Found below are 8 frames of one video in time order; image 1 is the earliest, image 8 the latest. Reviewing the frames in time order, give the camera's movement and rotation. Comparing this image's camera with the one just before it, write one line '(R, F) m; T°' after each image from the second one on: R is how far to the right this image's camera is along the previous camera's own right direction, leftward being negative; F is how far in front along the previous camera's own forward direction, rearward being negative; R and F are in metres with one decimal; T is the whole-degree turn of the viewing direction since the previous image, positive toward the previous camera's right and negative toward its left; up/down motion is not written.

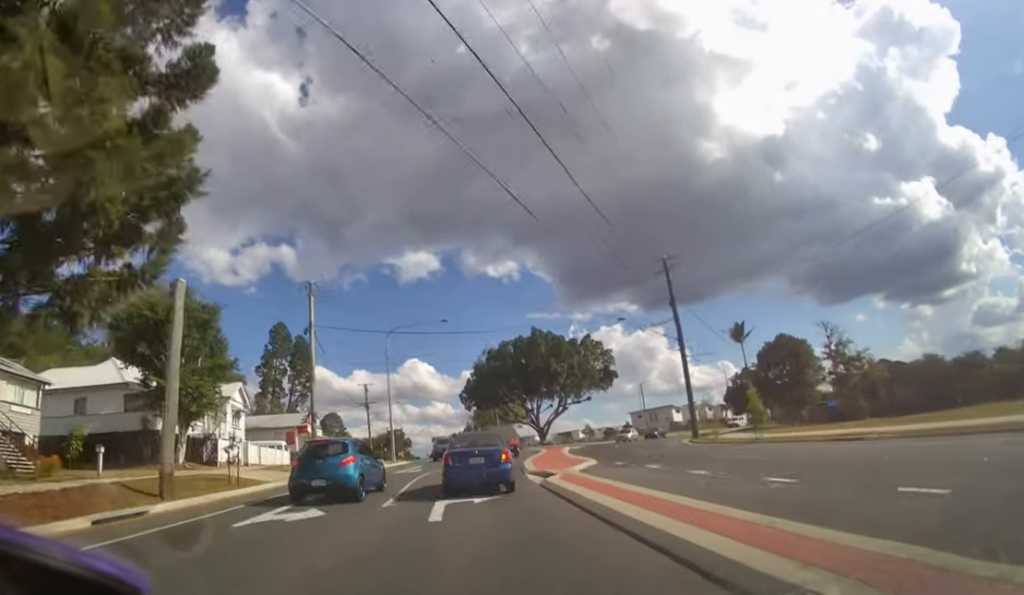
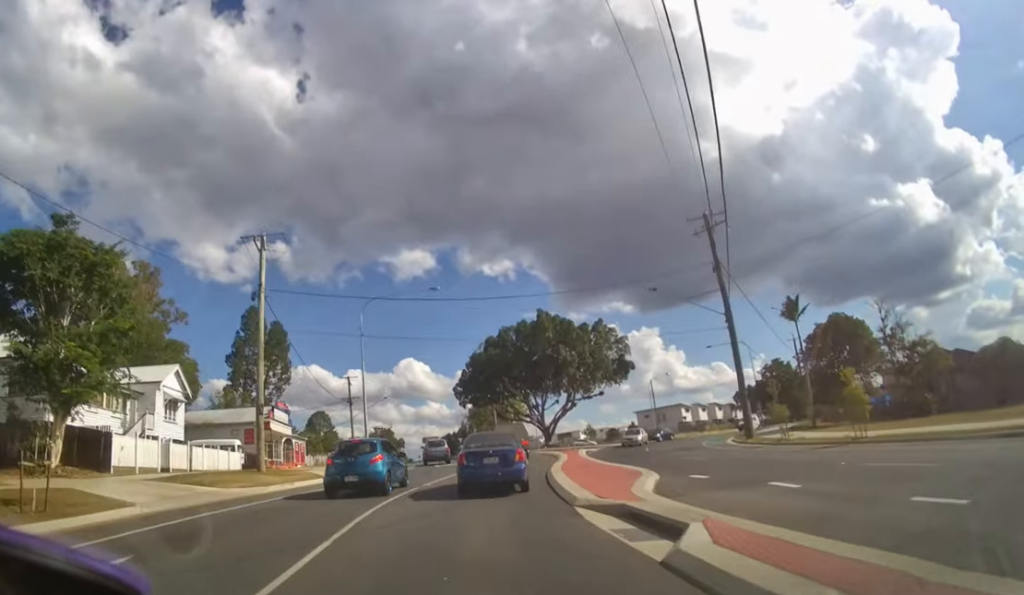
(-0.1, +9.5) m; 0°
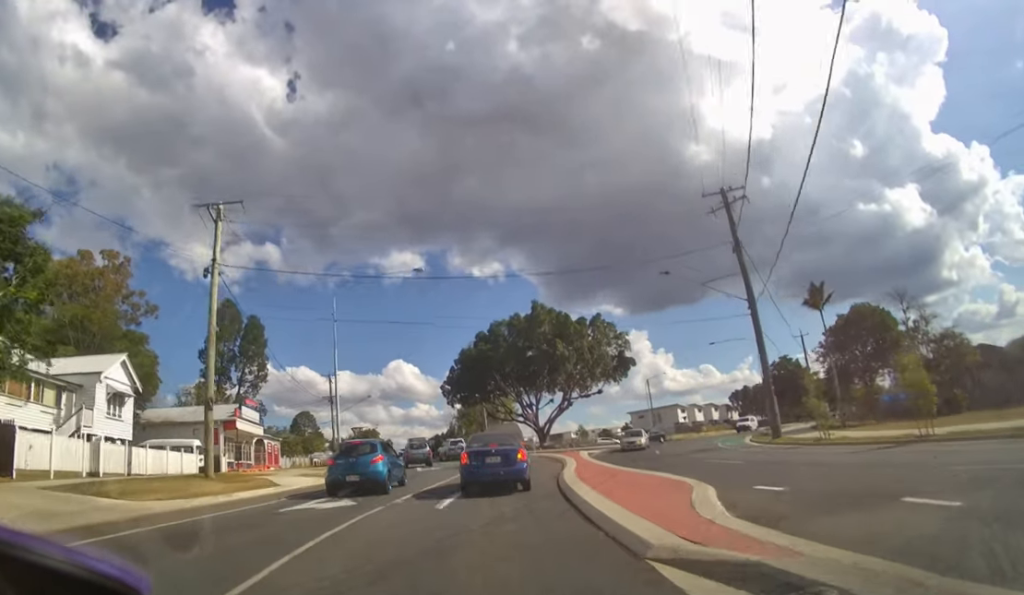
(0.0, +4.9) m; 0°
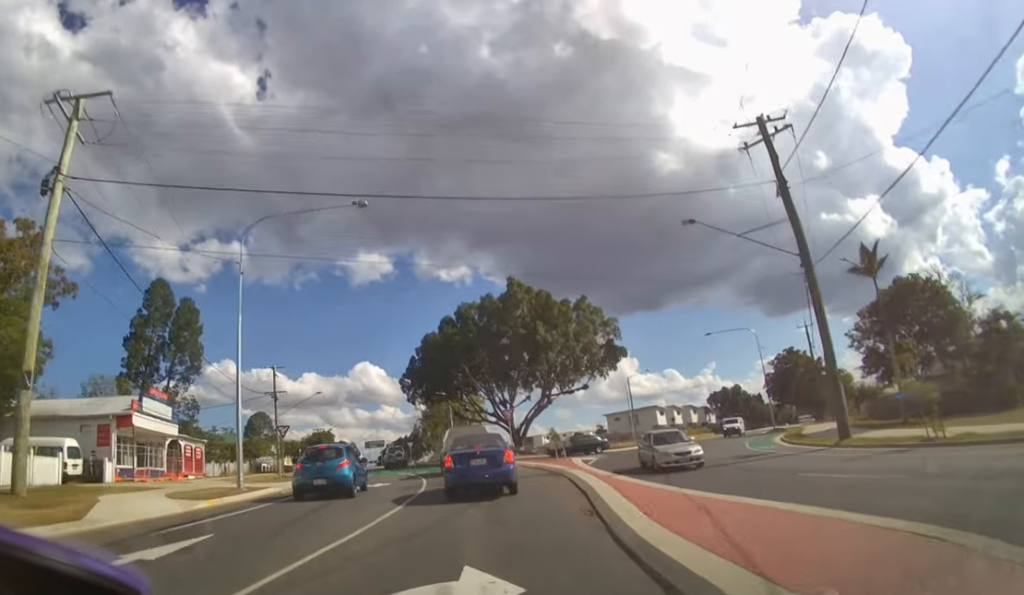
(+0.3, +9.0) m; +4°
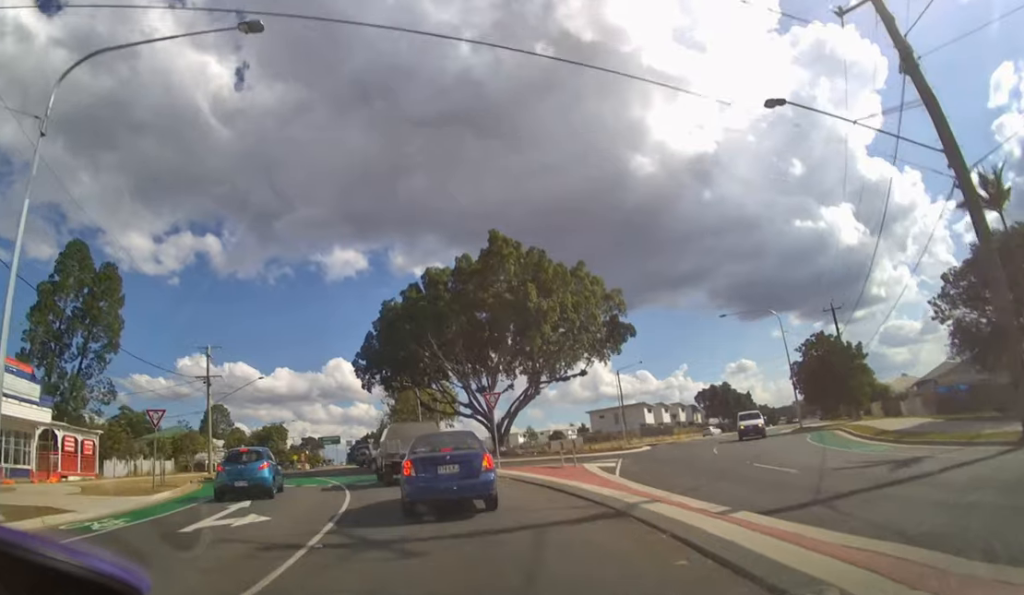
(+0.3, +9.2) m; +2°
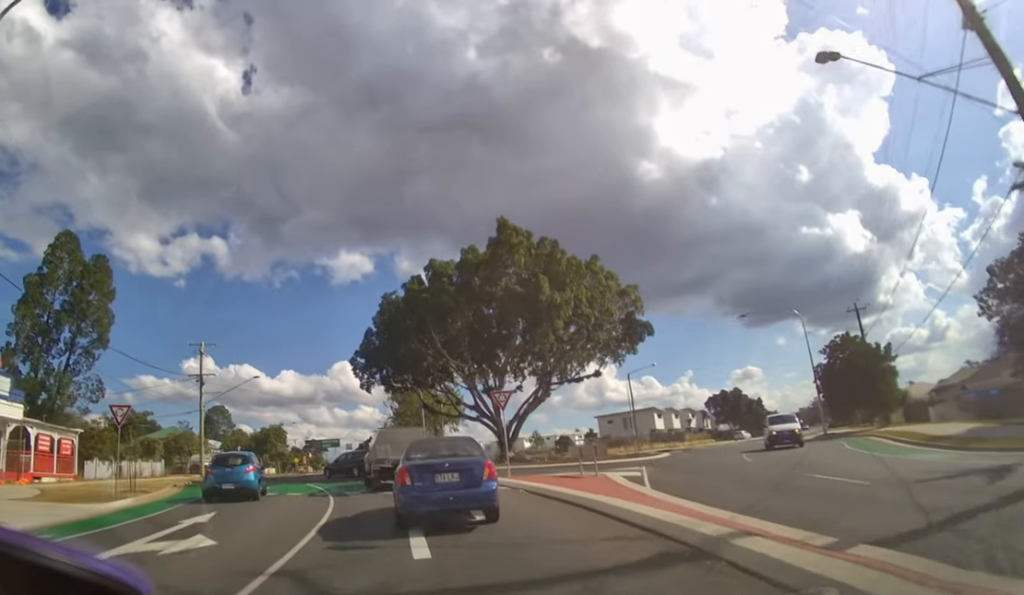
(0.0, +2.4) m; -1°
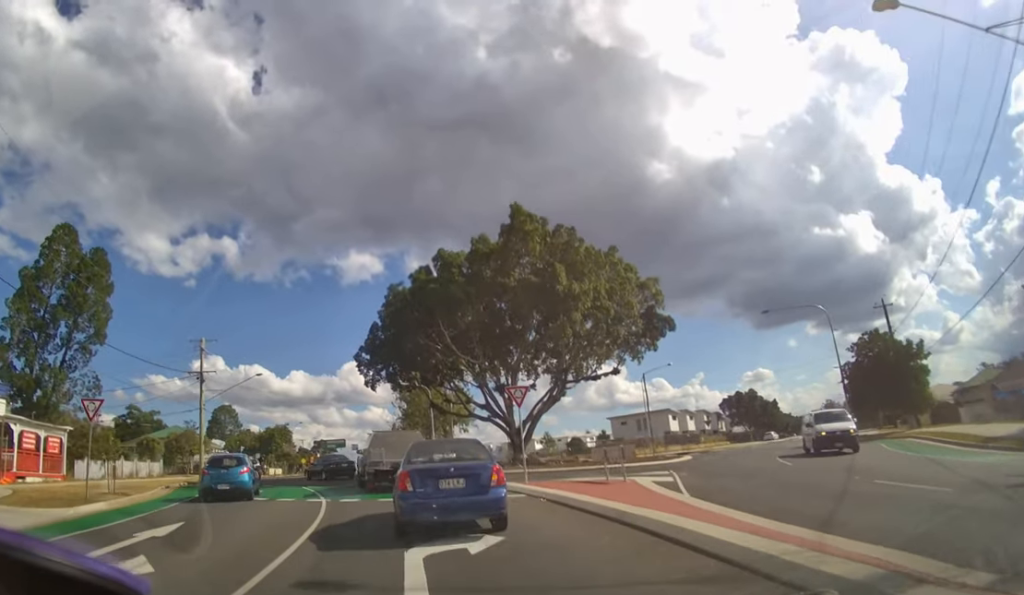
(0.0, +1.8) m; -1°
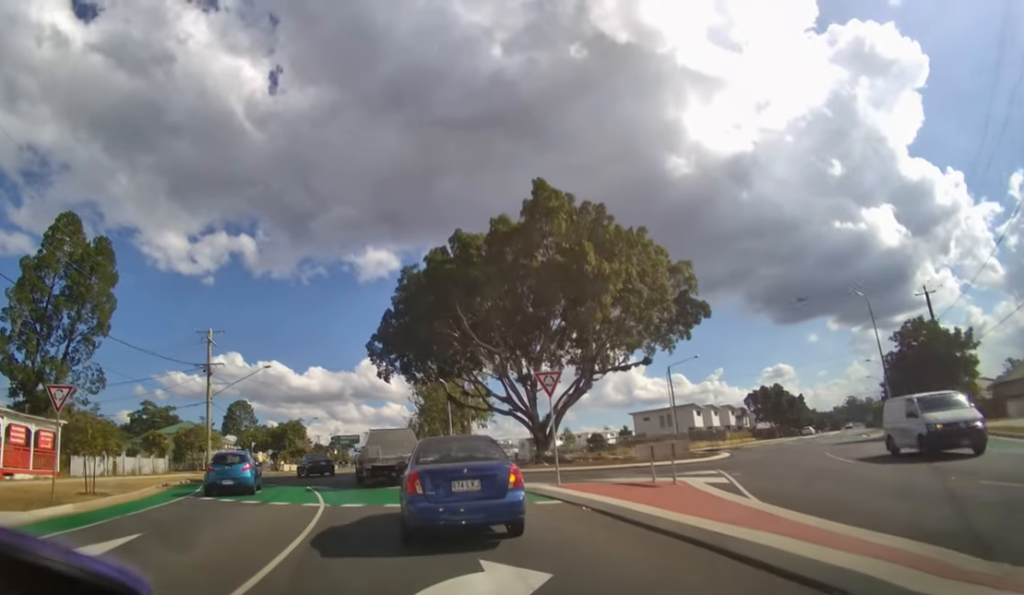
(0.0, +2.1) m; -3°
